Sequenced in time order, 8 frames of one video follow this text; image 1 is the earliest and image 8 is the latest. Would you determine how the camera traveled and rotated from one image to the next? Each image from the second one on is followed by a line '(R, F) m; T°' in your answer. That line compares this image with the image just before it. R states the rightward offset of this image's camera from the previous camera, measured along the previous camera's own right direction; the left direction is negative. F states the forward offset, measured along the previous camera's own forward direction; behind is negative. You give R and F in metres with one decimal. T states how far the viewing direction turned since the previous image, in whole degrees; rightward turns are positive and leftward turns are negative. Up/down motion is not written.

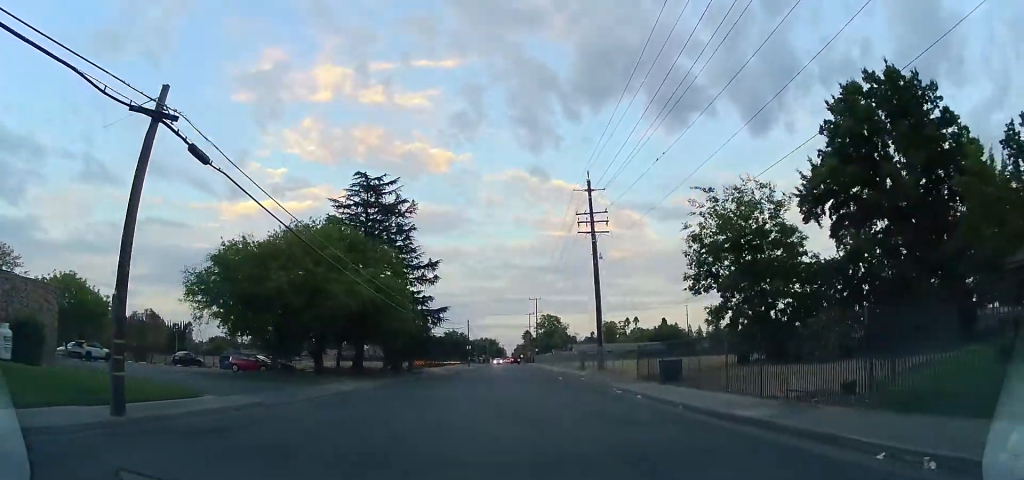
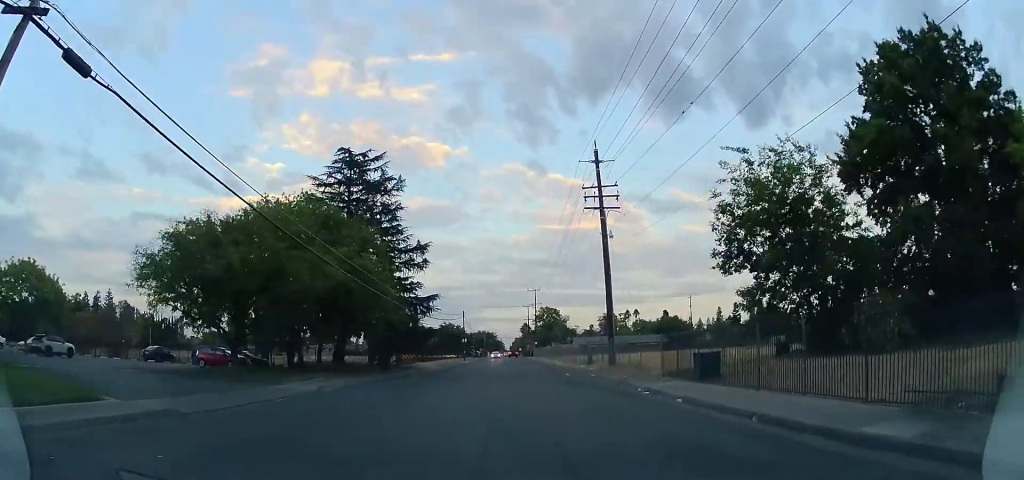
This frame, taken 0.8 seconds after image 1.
(0.0, +4.9) m; 0°
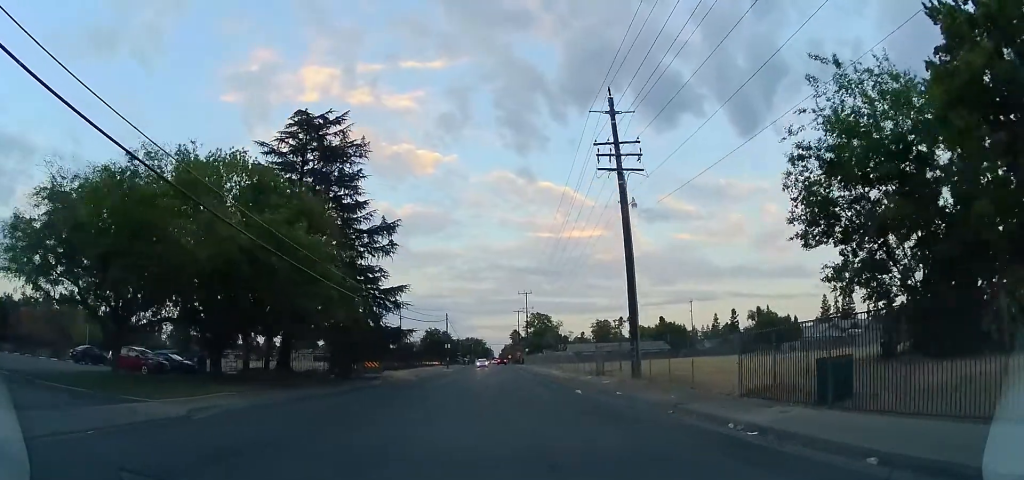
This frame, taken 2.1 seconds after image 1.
(0.0, +8.7) m; +1°
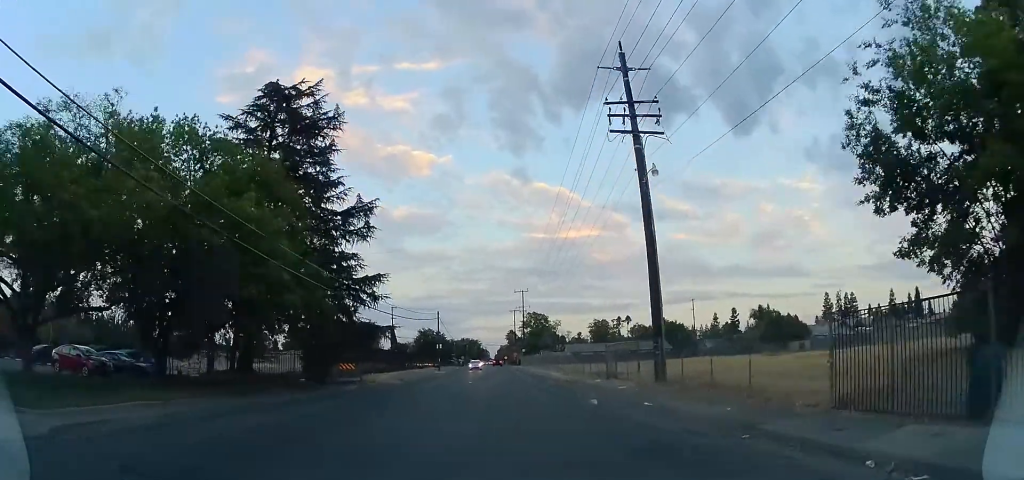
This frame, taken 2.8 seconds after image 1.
(-0.1, +4.4) m; +3°
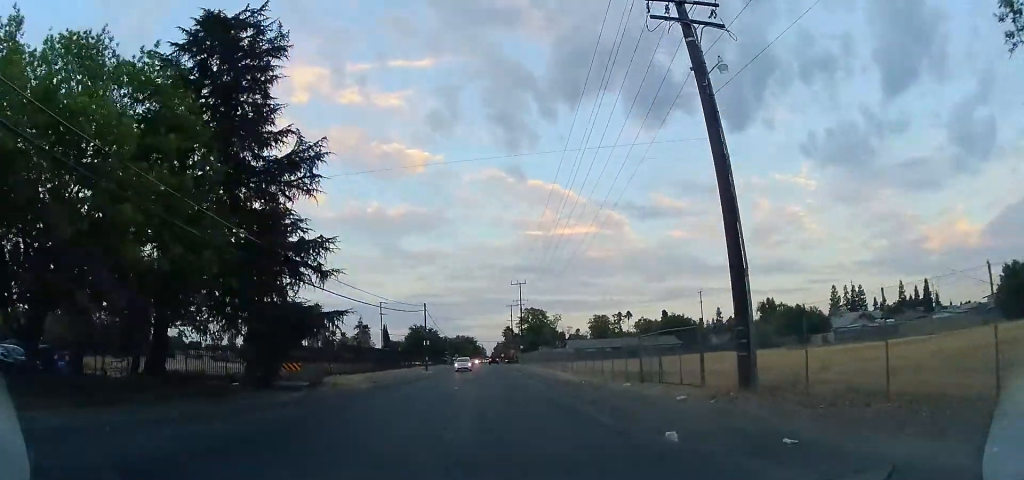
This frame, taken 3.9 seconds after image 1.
(+0.5, +7.9) m; 0°
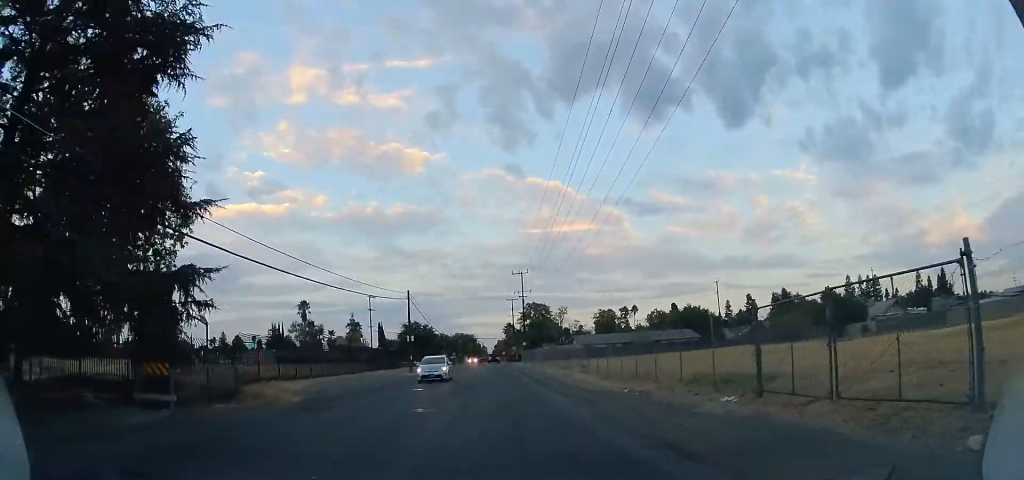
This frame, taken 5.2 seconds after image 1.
(-0.7, +9.9) m; -2°
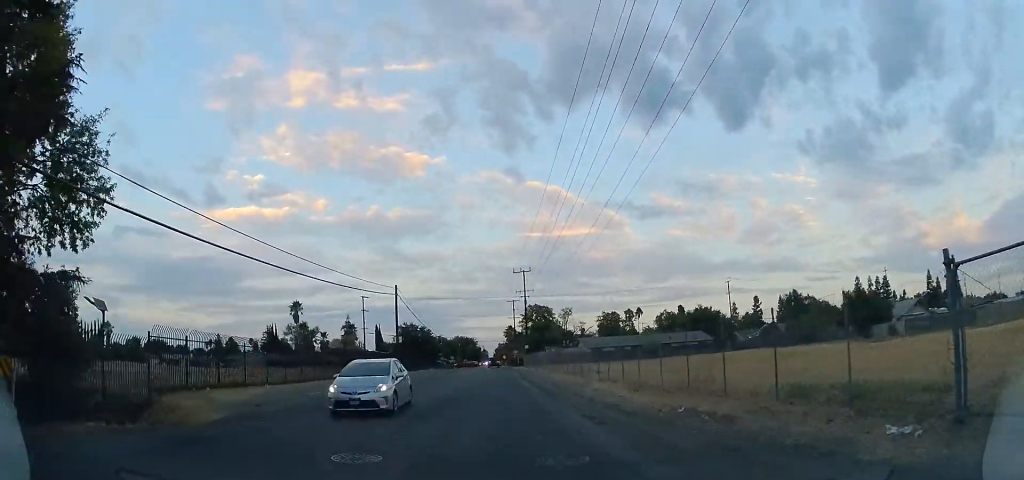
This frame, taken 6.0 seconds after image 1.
(0.0, +5.9) m; +2°
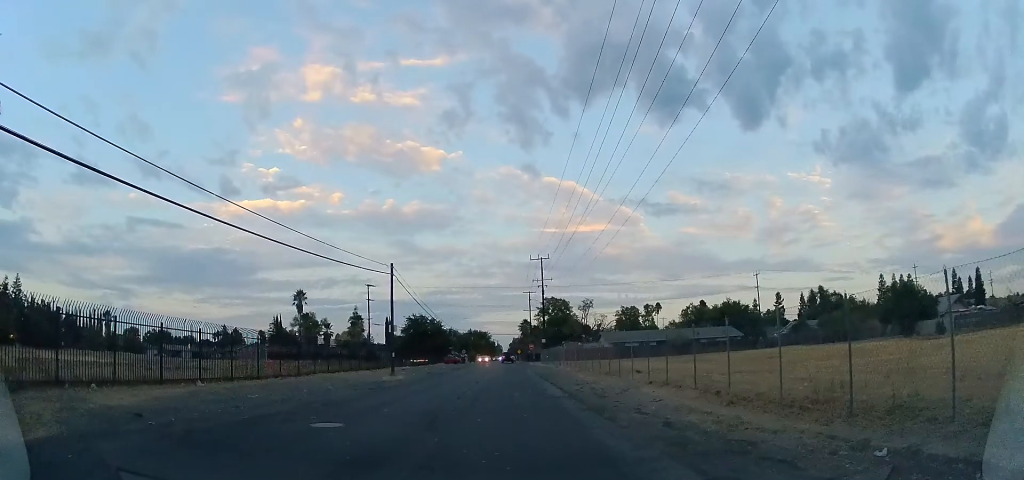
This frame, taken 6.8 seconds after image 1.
(+0.5, +6.8) m; 0°
